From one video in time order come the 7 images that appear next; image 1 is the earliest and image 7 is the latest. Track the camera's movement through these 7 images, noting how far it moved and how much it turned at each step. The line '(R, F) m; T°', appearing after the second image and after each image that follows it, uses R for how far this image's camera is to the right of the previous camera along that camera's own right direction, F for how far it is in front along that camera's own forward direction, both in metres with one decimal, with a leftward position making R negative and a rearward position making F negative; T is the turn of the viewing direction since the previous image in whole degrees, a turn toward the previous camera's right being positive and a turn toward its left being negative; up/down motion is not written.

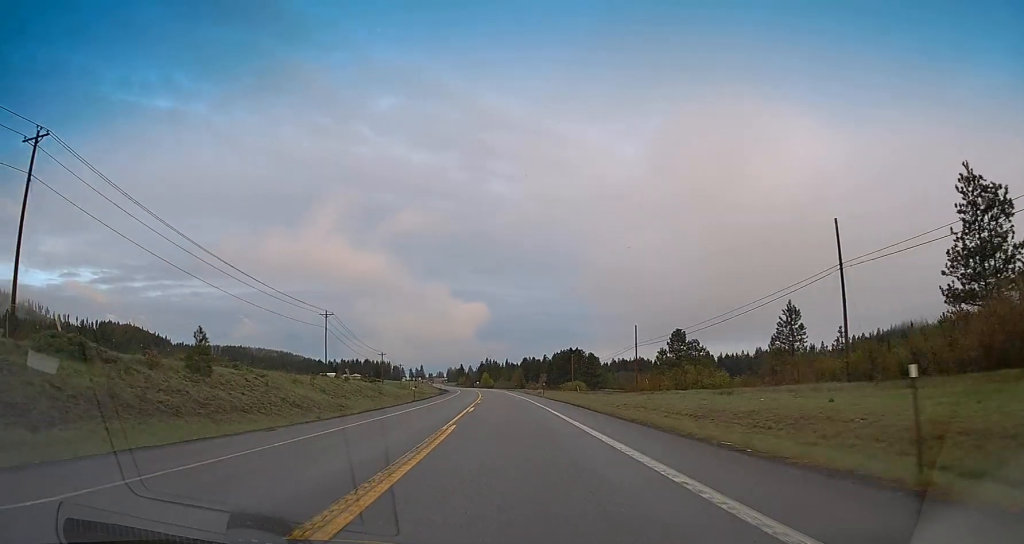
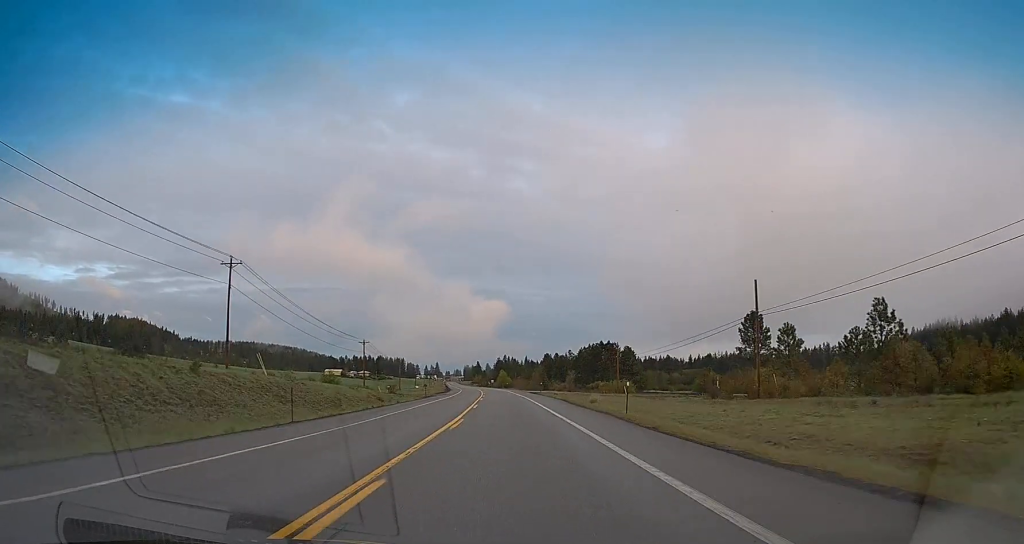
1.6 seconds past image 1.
(-0.6, +42.6) m; -2°
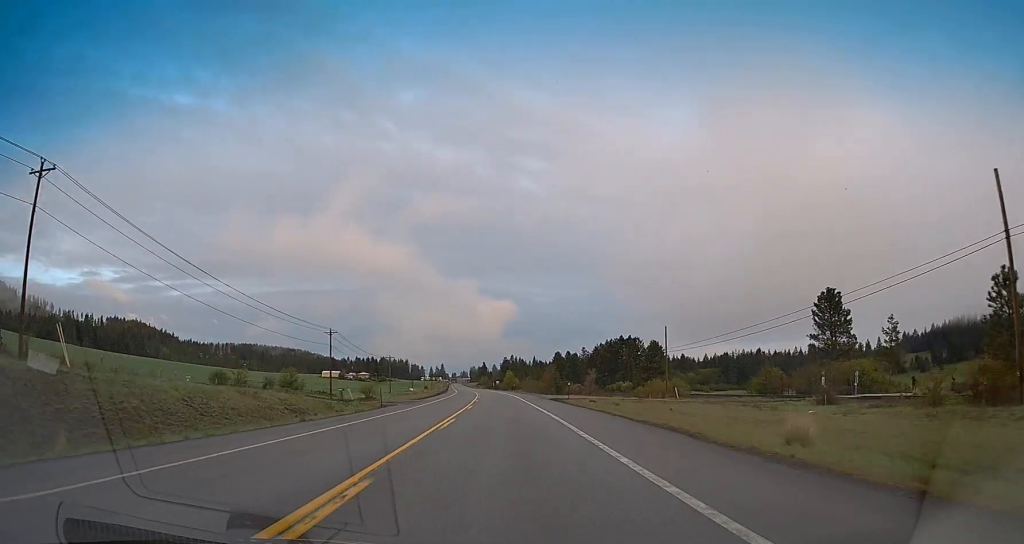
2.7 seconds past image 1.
(-0.6, +30.7) m; -2°
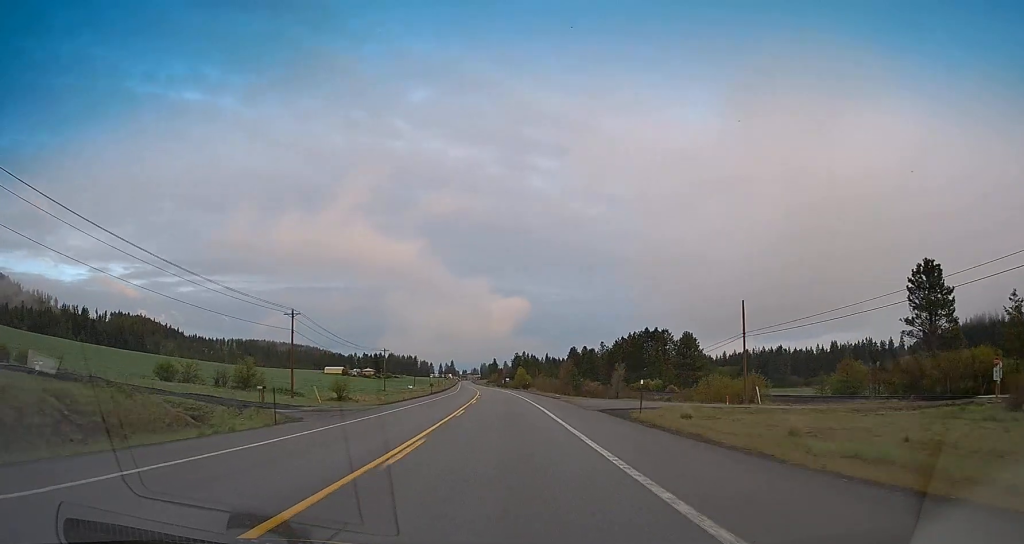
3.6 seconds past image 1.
(-0.1, +24.3) m; 0°
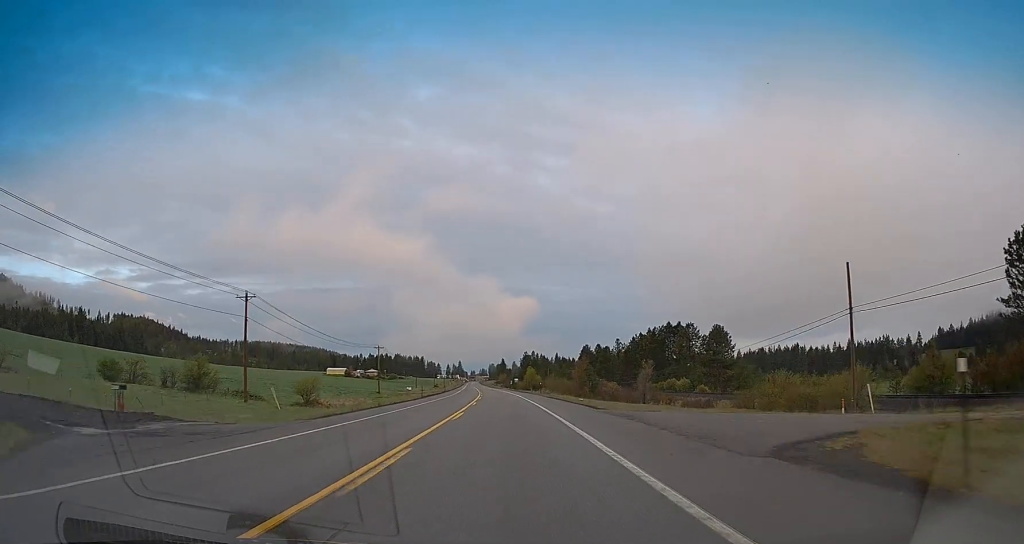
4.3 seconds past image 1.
(0.0, +18.0) m; 0°
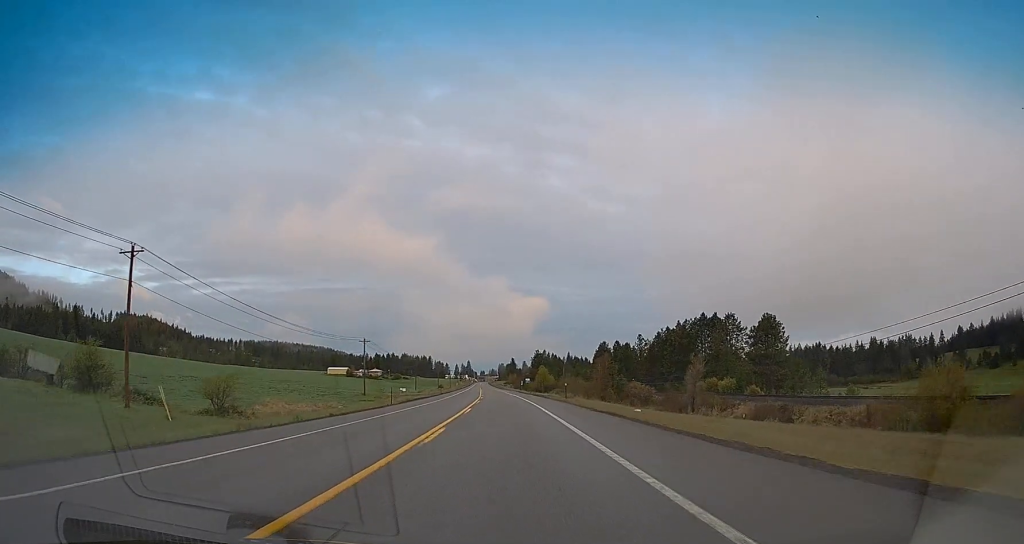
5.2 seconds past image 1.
(-0.1, +24.3) m; -1°
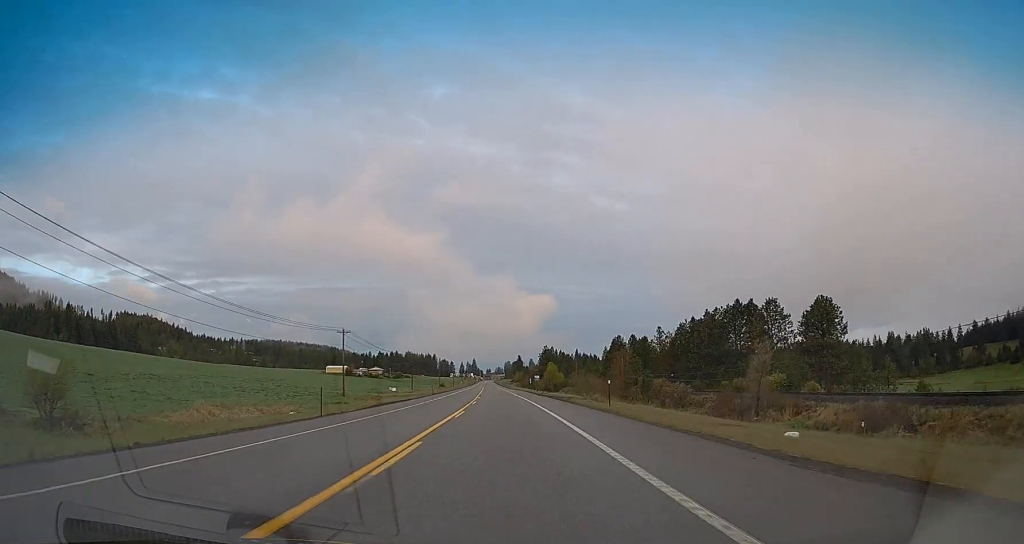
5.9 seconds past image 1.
(-0.2, +20.7) m; -1°
